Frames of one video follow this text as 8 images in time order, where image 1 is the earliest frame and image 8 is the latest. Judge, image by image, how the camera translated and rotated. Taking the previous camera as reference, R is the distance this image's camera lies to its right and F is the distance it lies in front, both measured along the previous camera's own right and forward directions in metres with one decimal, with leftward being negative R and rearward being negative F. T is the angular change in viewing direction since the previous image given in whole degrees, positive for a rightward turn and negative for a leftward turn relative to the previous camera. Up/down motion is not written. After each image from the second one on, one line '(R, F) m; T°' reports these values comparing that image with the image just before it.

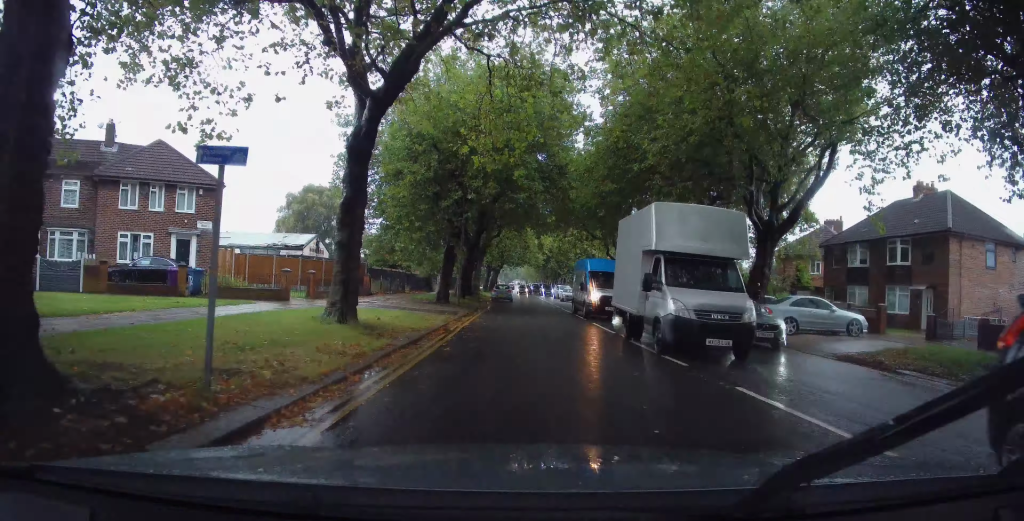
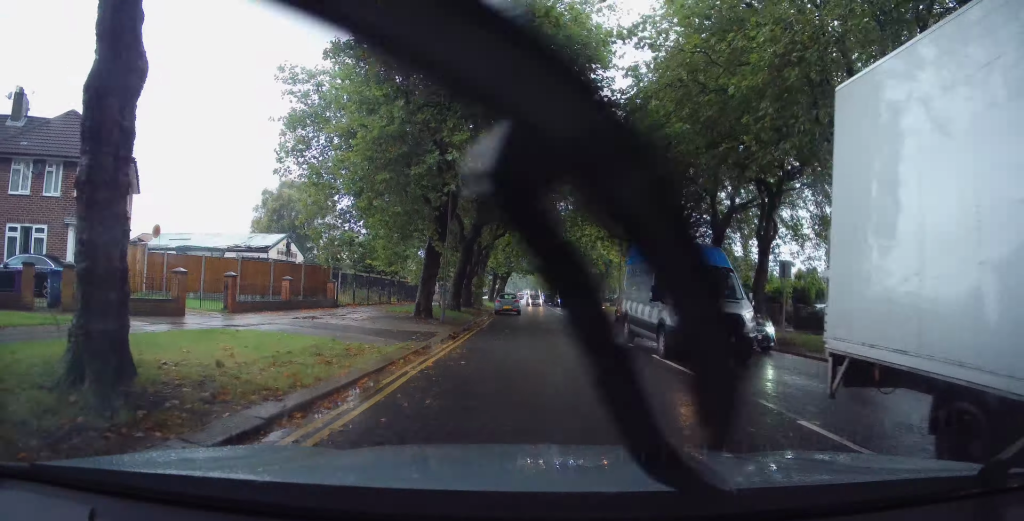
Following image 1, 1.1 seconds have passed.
(+1.9, +10.7) m; +6°
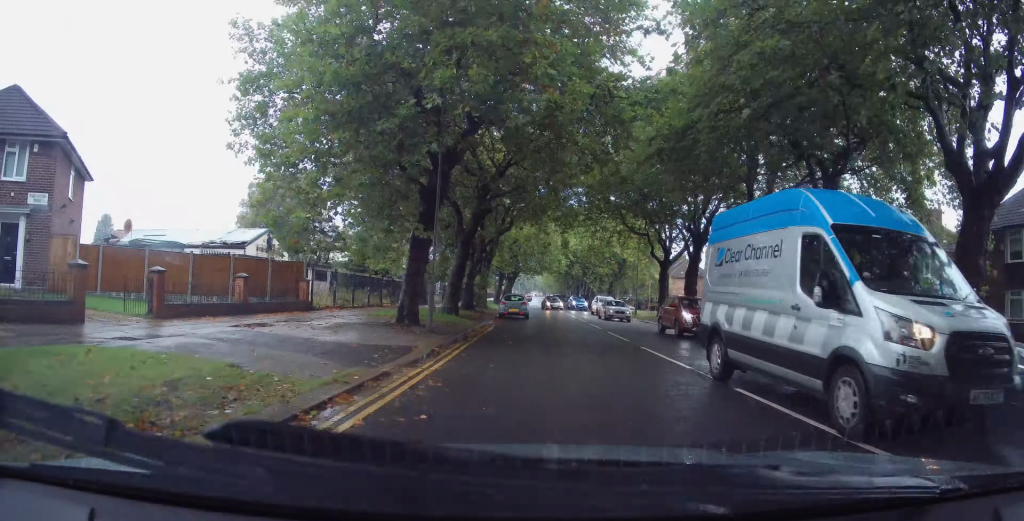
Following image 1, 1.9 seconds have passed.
(-0.3, +6.5) m; -7°
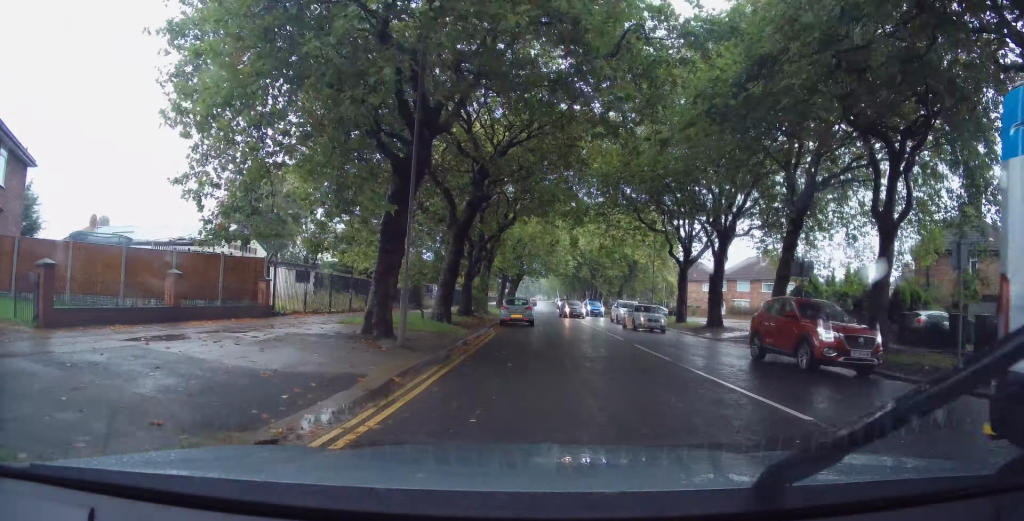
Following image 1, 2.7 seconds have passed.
(-0.5, +5.9) m; -6°
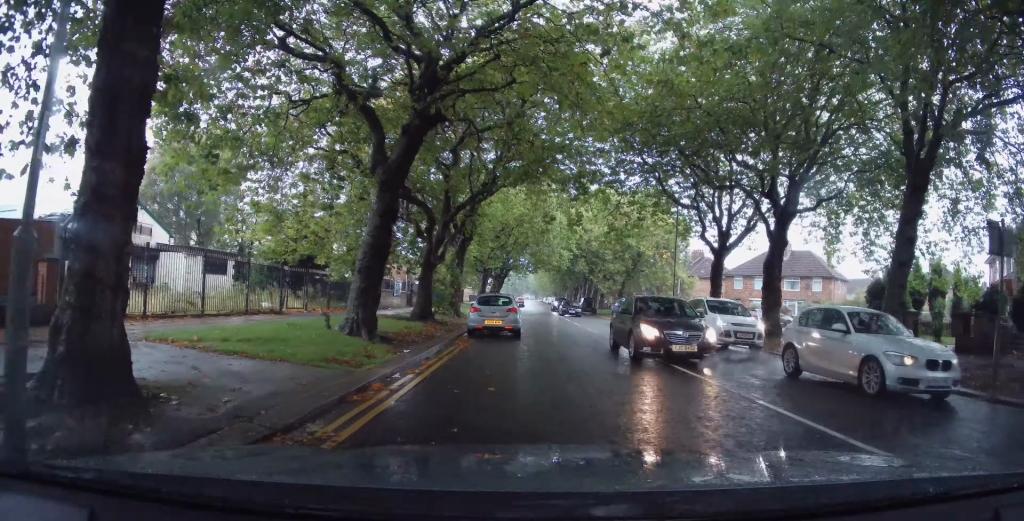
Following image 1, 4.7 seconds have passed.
(-0.4, +11.3) m; 0°
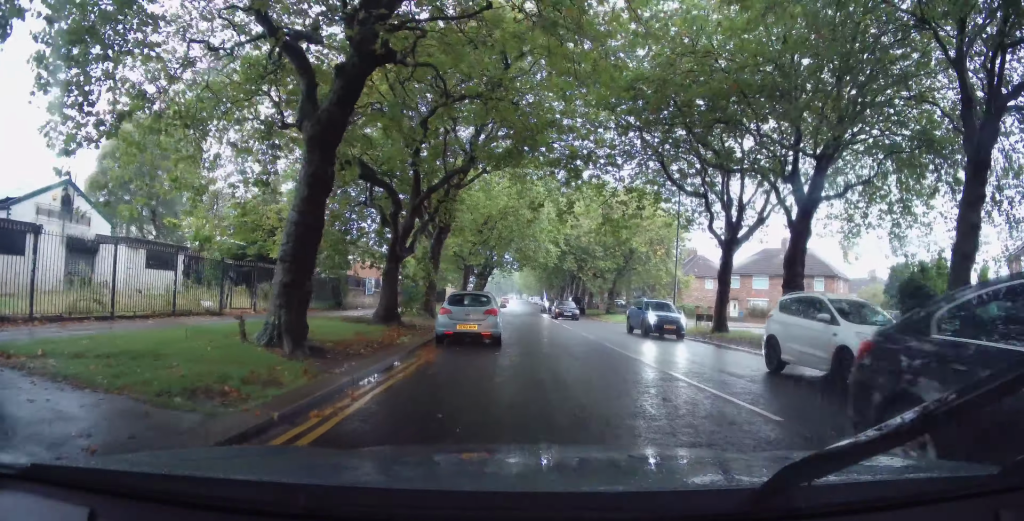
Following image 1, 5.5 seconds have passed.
(+0.1, +3.4) m; -2°
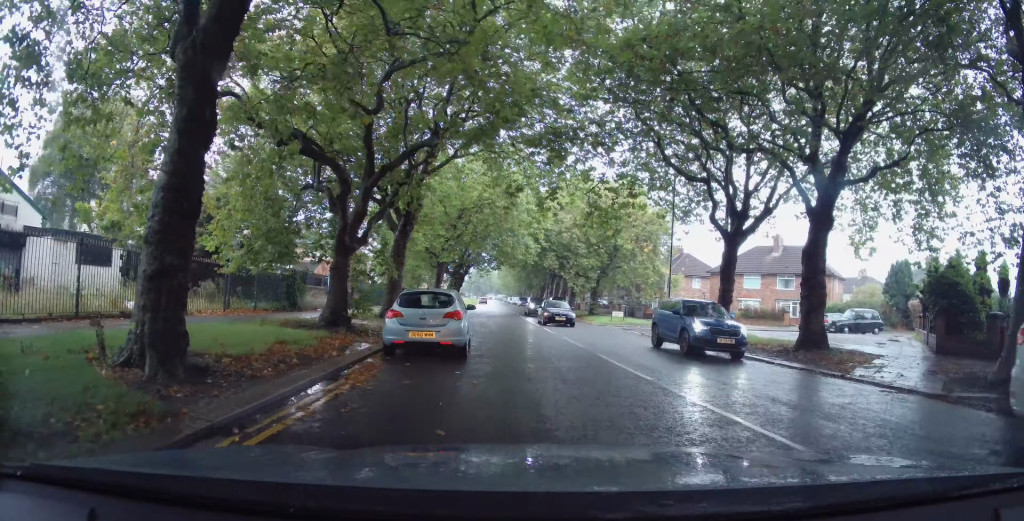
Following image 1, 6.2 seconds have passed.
(0.0, +2.9) m; -3°
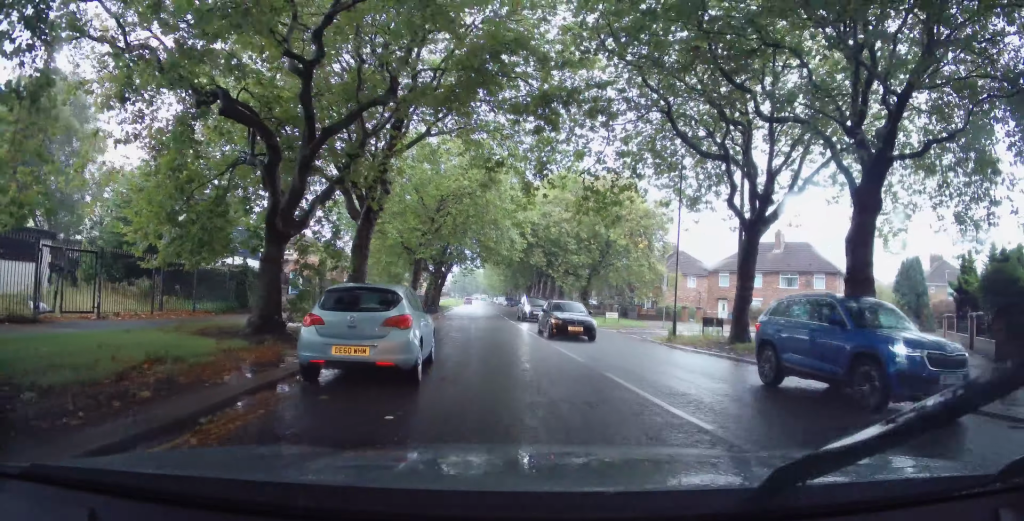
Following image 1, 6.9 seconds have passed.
(-0.2, +2.9) m; -2°
